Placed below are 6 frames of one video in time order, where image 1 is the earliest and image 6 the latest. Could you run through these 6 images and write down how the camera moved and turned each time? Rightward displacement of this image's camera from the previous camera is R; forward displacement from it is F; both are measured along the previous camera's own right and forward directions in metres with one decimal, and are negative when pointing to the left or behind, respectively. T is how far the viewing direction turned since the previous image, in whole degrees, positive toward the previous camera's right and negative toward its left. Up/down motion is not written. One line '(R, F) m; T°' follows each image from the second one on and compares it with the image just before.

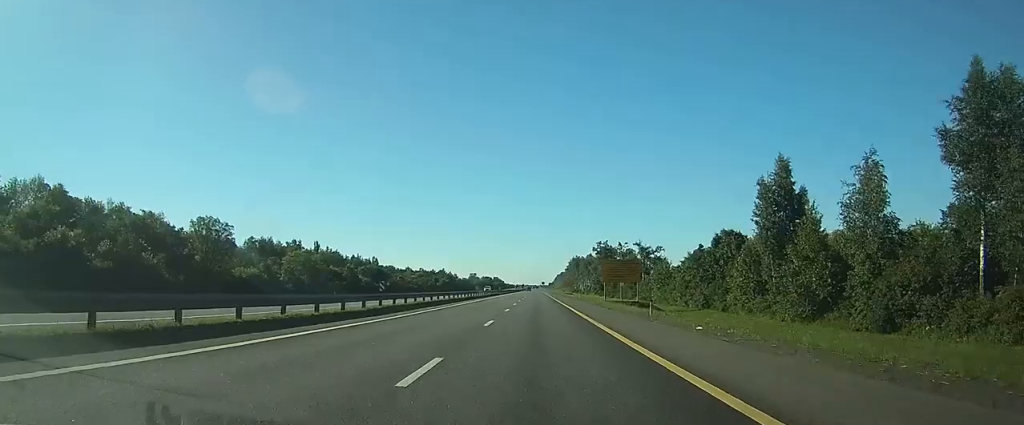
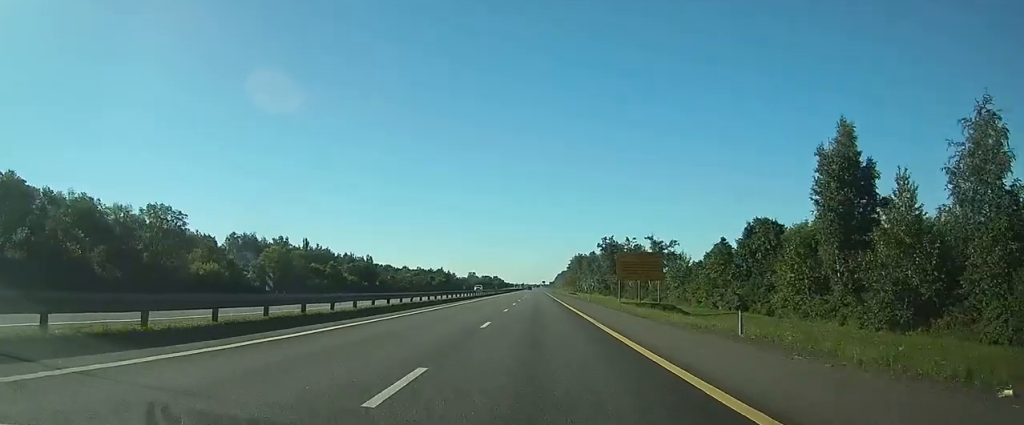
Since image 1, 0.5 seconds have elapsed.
(0.0, +12.8) m; 0°
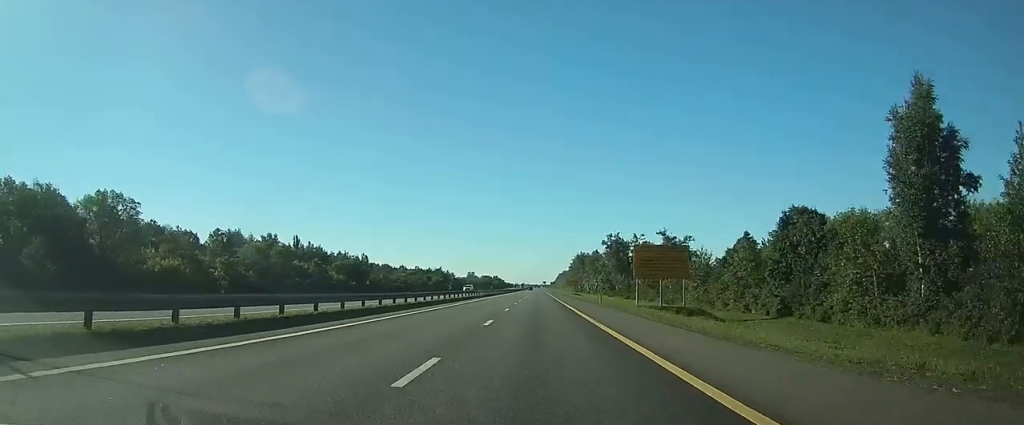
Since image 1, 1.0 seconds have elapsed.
(0.0, +10.5) m; 0°
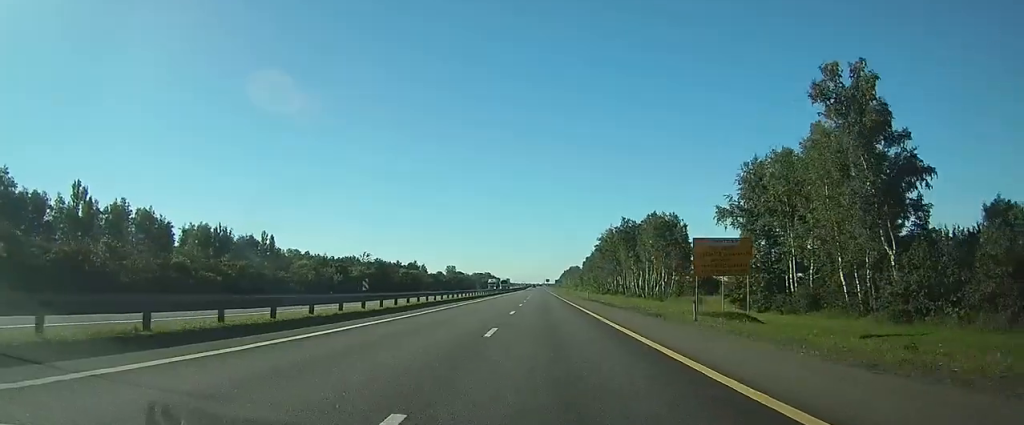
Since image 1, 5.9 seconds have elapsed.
(+0.9, +121.2) m; 0°
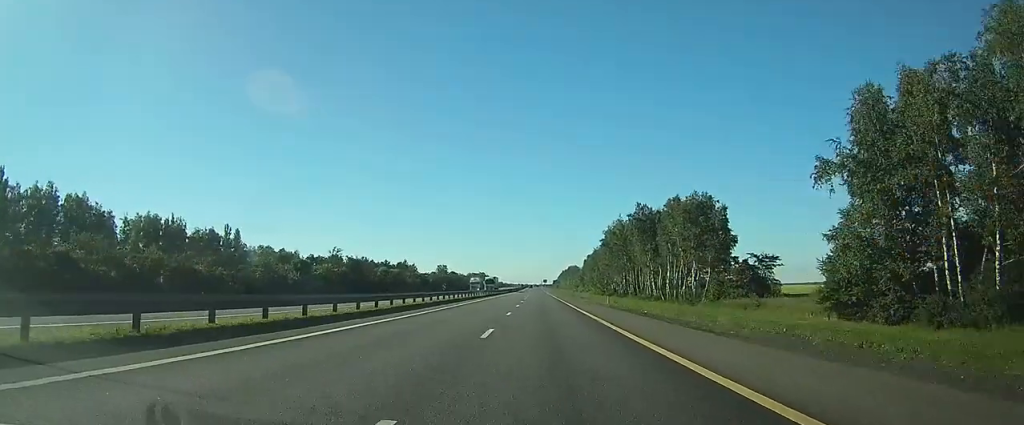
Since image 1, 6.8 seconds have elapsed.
(0.0, +23.6) m; 0°
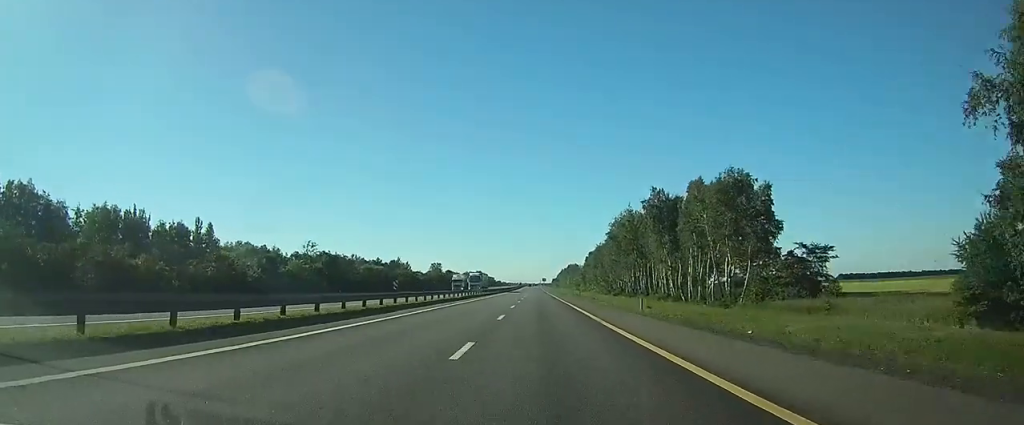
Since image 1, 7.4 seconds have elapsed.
(0.0, +16.1) m; 0°
